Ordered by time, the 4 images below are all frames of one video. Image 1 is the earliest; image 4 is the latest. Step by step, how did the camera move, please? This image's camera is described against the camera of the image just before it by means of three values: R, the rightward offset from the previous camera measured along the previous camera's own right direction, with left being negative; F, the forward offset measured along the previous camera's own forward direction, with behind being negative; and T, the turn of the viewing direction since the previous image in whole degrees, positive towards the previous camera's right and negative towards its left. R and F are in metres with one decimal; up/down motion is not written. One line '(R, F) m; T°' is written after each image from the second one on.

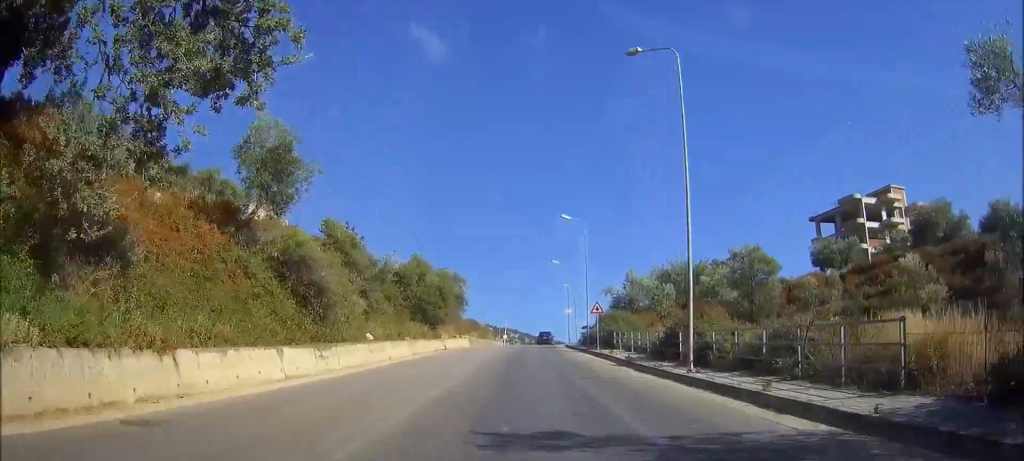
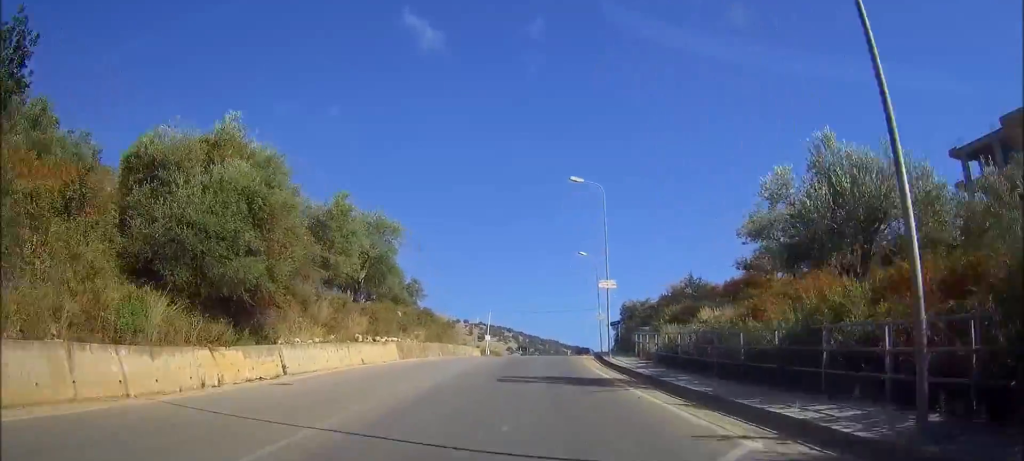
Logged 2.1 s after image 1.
(+0.1, +36.6) m; +1°
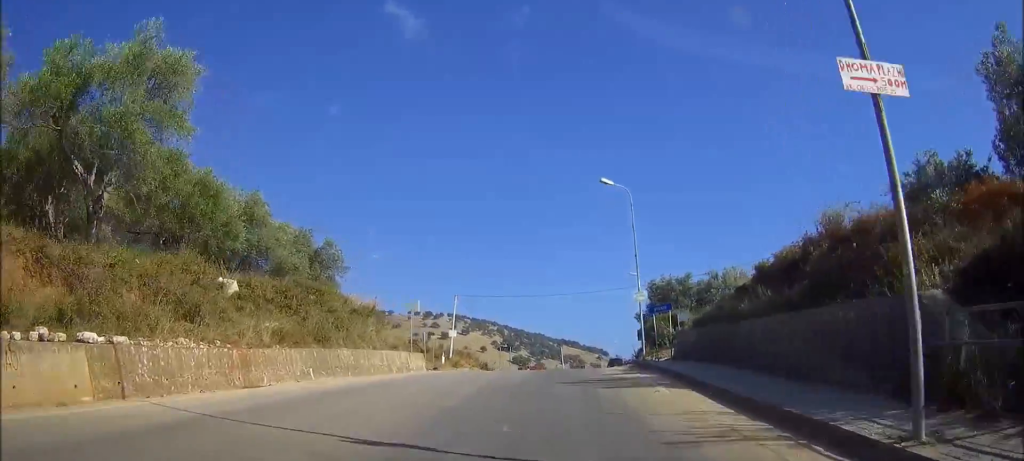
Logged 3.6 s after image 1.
(+0.3, +24.7) m; +3°
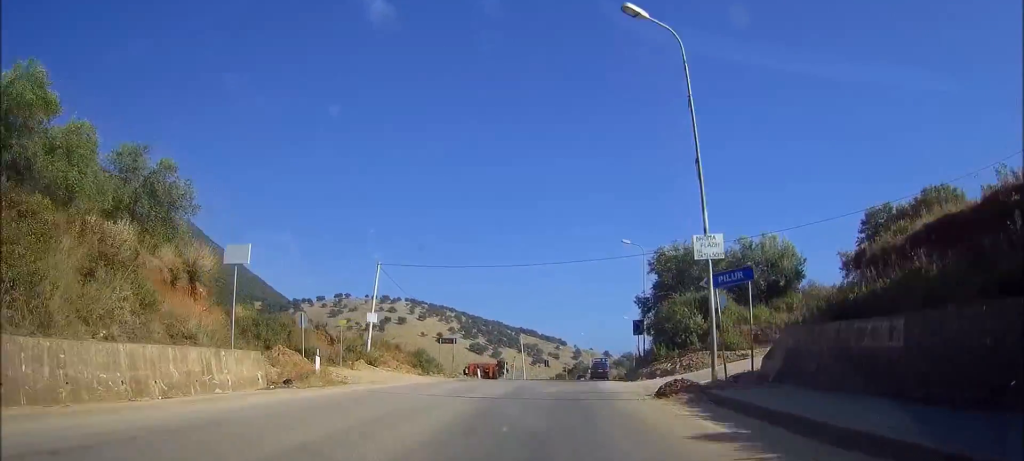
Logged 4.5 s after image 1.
(+0.7, +16.9) m; +3°
